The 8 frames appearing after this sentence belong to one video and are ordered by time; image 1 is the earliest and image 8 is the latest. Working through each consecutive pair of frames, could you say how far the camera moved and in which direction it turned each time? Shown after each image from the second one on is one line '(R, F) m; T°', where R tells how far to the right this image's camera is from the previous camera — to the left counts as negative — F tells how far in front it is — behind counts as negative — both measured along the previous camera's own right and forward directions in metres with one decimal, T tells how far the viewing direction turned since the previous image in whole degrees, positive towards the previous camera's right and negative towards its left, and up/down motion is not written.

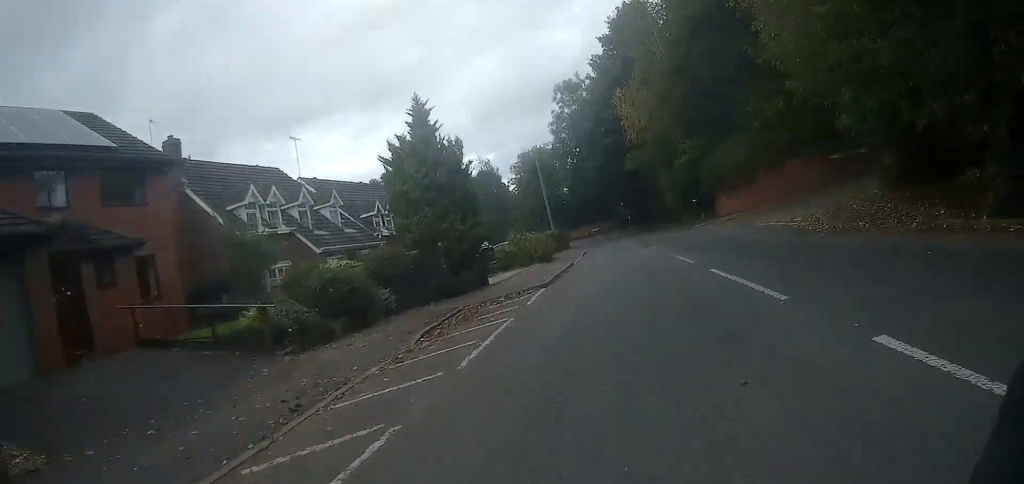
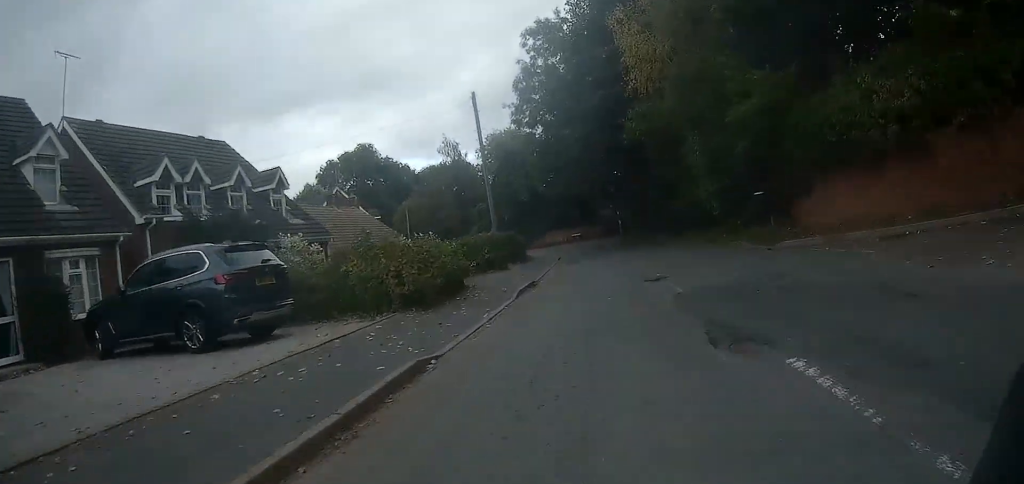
(+0.3, +16.9) m; +2°
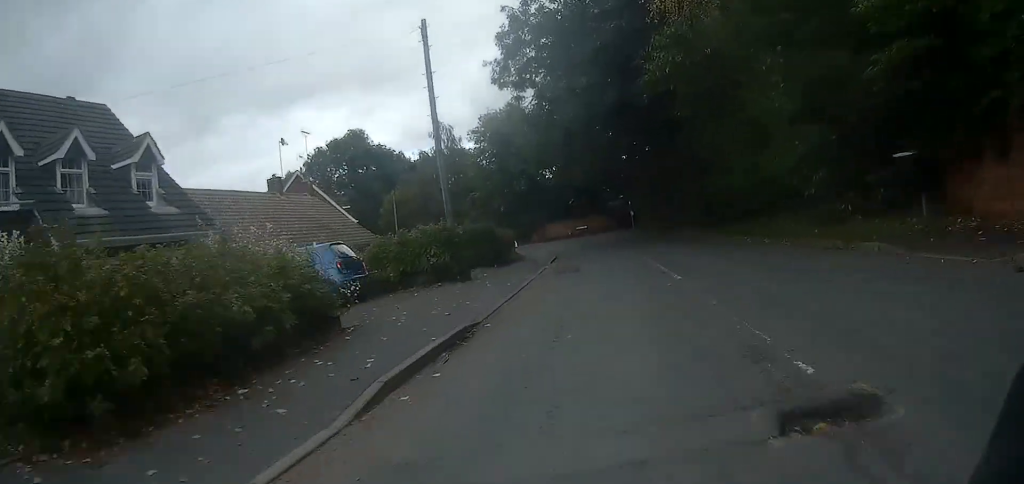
(+0.1, +8.4) m; -1°
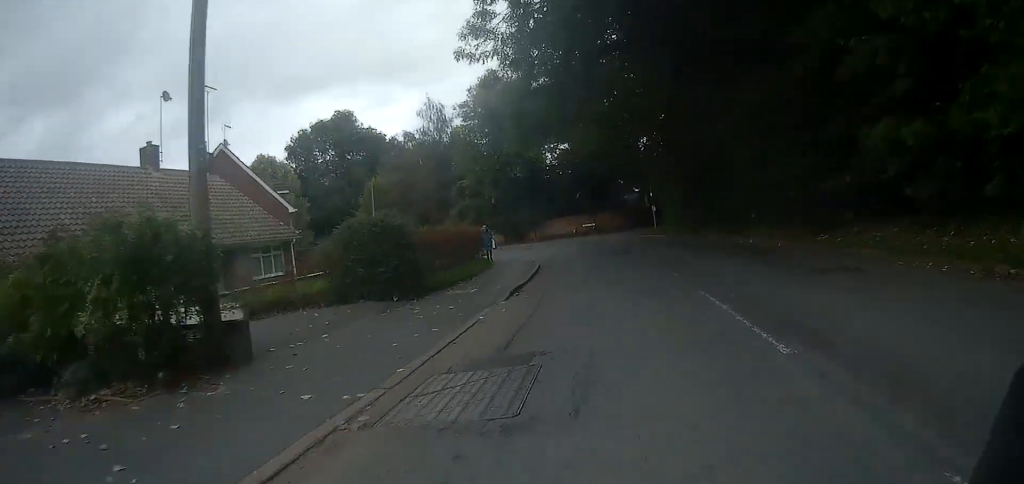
(-0.2, +10.9) m; -3°
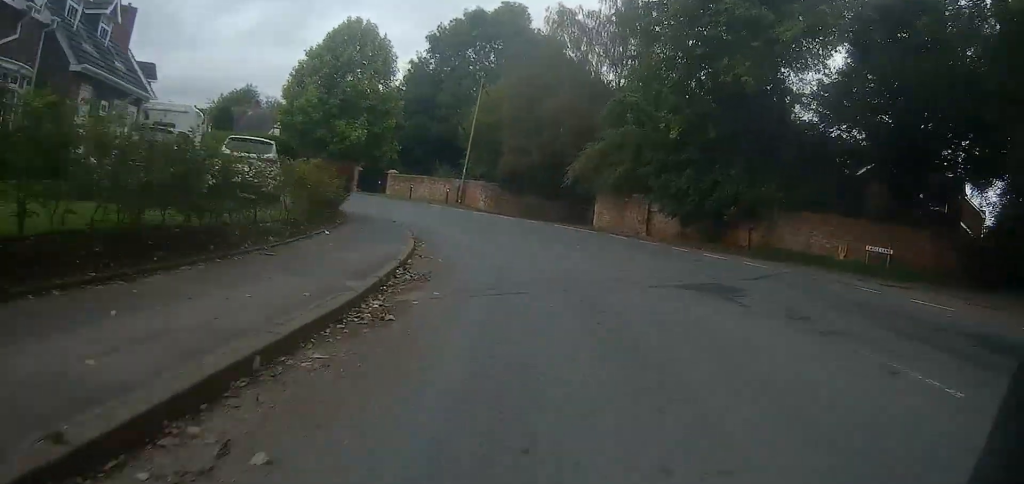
(-3.5, +29.8) m; -17°
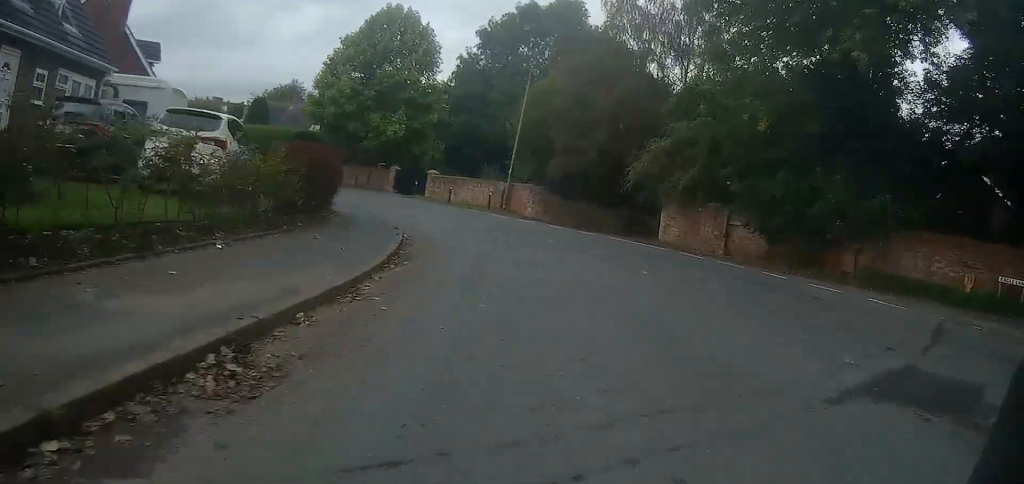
(-0.2, +4.6) m; -5°
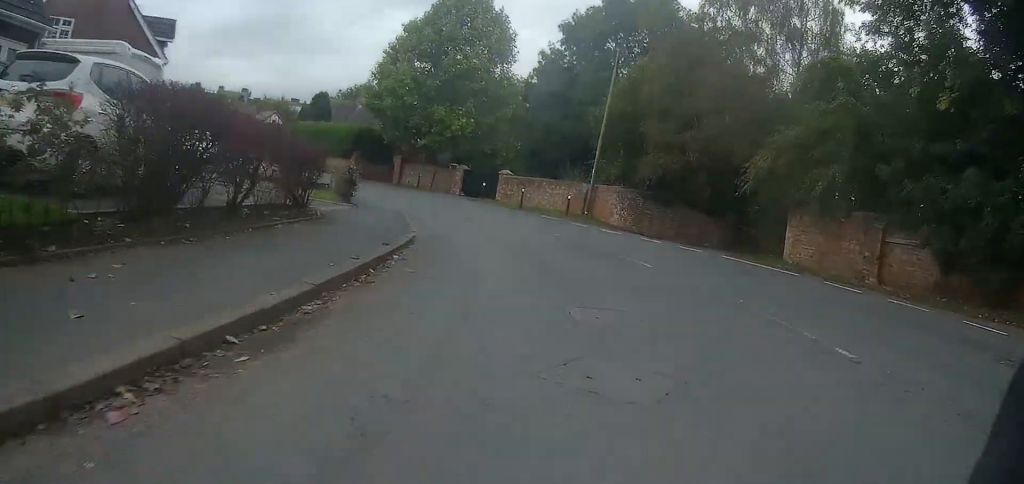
(-0.3, +5.5) m; -7°
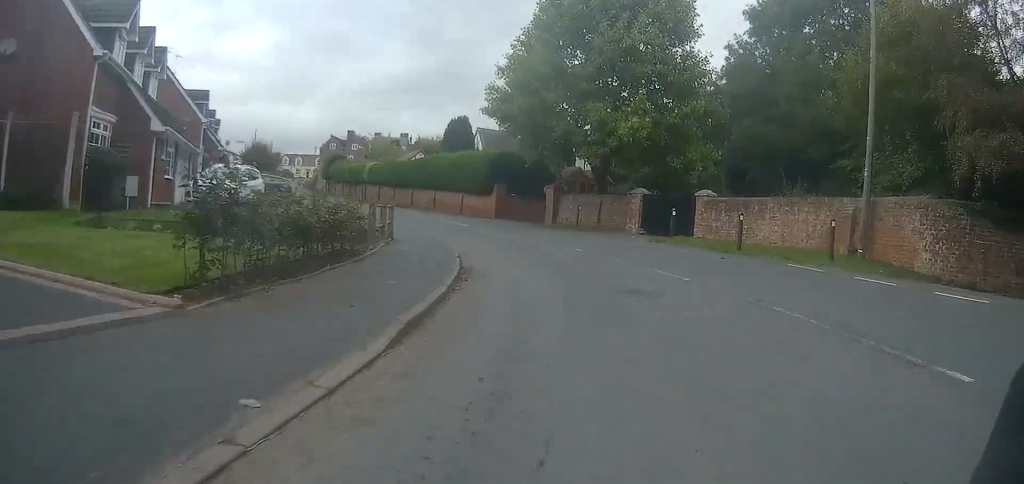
(-1.6, +12.1) m; -17°
